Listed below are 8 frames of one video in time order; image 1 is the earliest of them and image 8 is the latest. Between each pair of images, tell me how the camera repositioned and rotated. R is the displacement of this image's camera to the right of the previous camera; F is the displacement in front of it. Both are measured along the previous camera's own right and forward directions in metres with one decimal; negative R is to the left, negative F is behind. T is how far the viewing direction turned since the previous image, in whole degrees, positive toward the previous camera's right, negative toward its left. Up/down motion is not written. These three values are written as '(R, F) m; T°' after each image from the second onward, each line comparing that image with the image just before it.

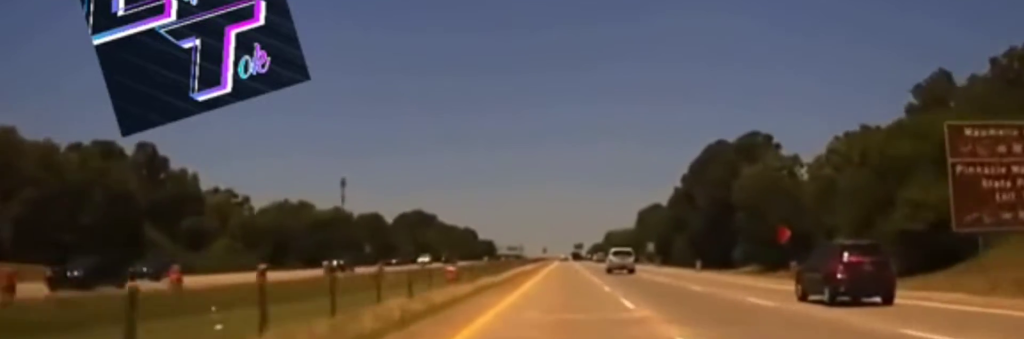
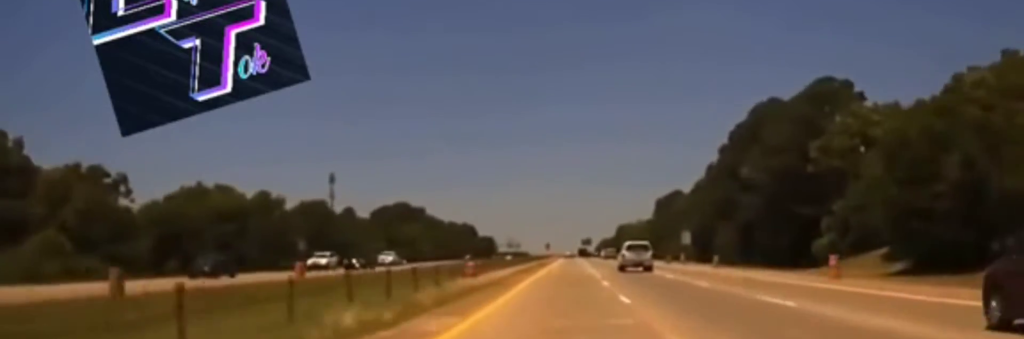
(-0.5, +40.2) m; -1°
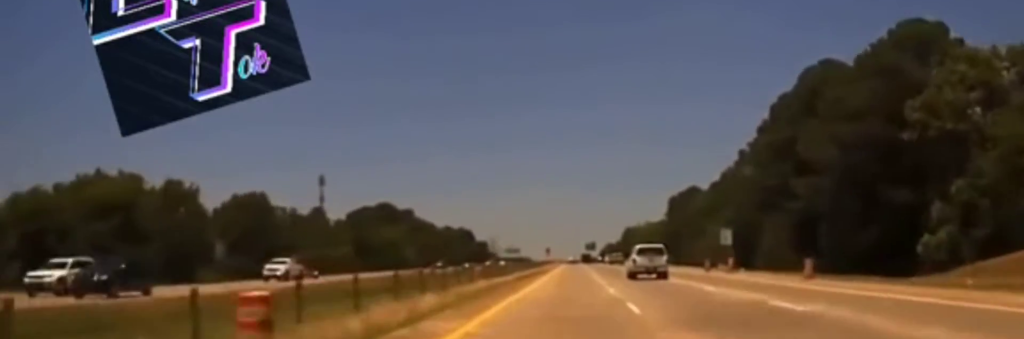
(-0.1, +26.6) m; 0°
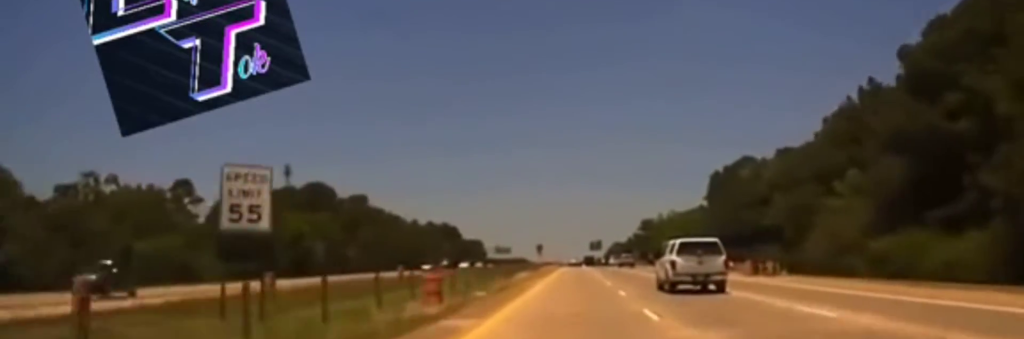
(0.0, +59.8) m; 0°
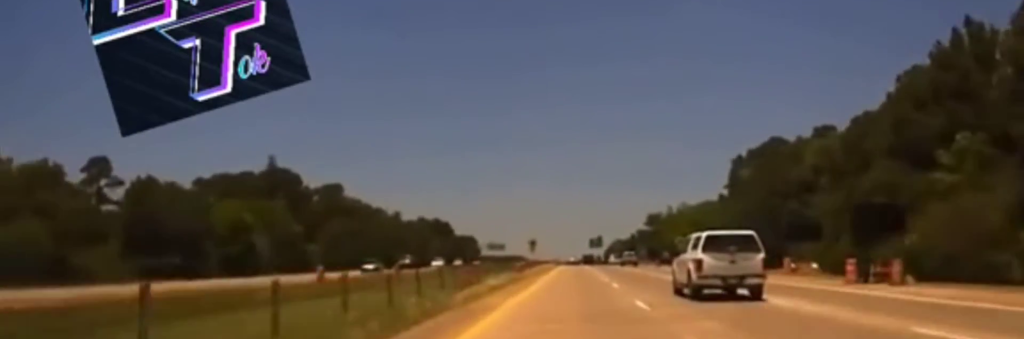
(0.0, +19.3) m; 0°
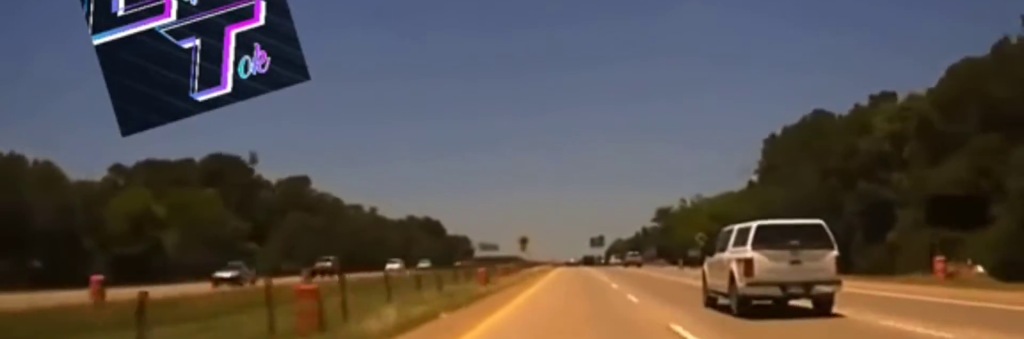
(0.0, +20.2) m; 0°
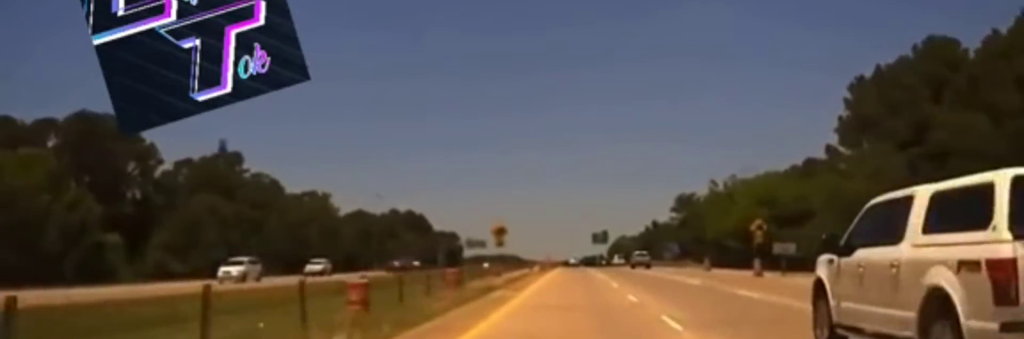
(0.0, +31.6) m; 0°
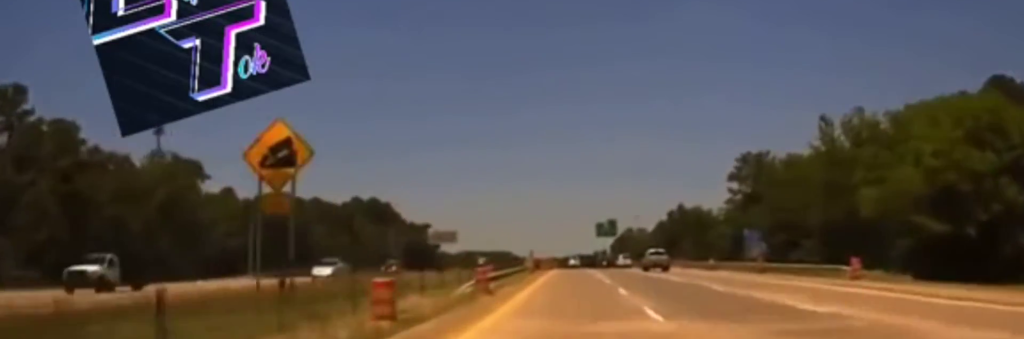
(+0.1, +53.5) m; 0°
